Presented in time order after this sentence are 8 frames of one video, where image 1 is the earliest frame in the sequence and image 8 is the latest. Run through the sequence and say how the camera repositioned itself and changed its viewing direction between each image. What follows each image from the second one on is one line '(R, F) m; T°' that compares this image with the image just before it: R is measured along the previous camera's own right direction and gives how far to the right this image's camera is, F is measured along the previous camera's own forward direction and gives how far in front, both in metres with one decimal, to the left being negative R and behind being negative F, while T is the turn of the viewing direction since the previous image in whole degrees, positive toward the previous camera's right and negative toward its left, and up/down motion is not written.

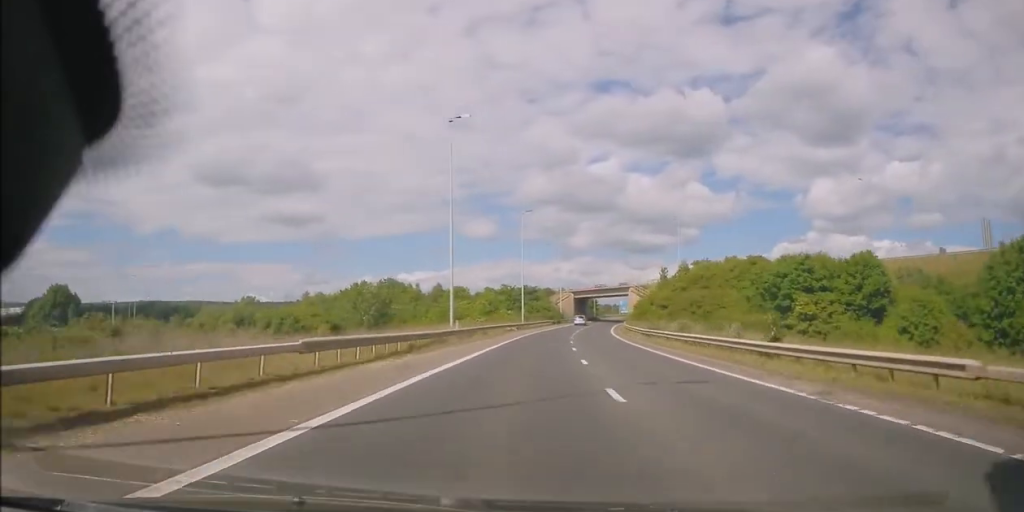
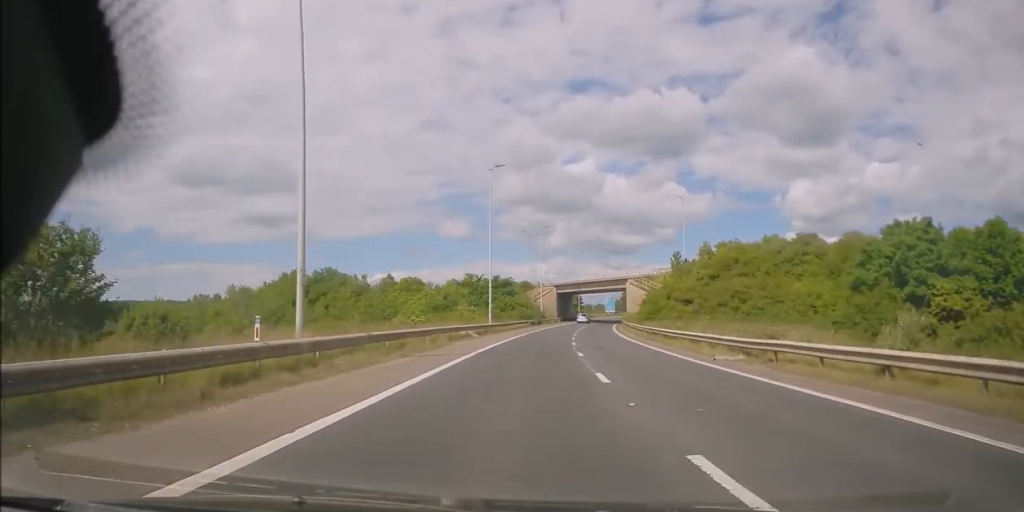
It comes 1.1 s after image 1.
(+0.9, +24.0) m; +3°
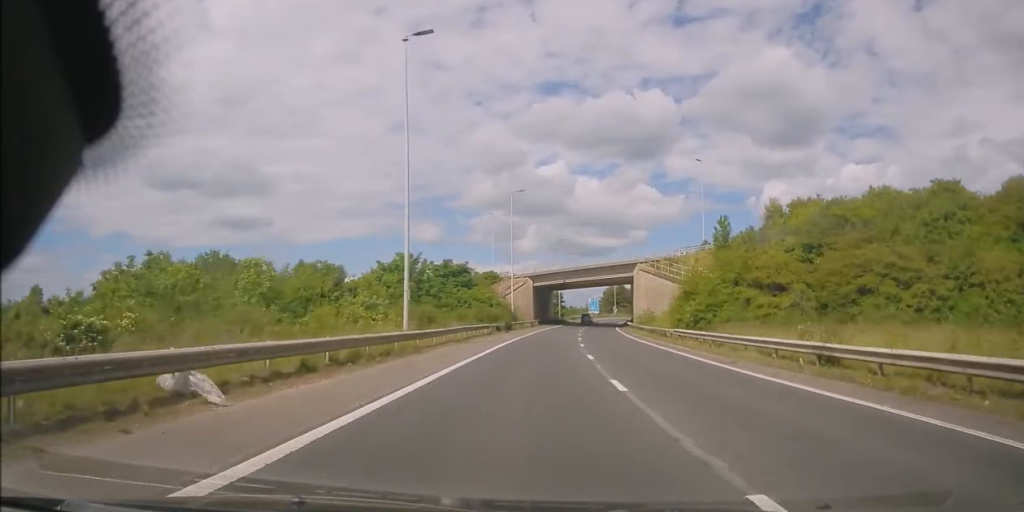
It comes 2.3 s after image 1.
(+0.5, +28.6) m; +2°
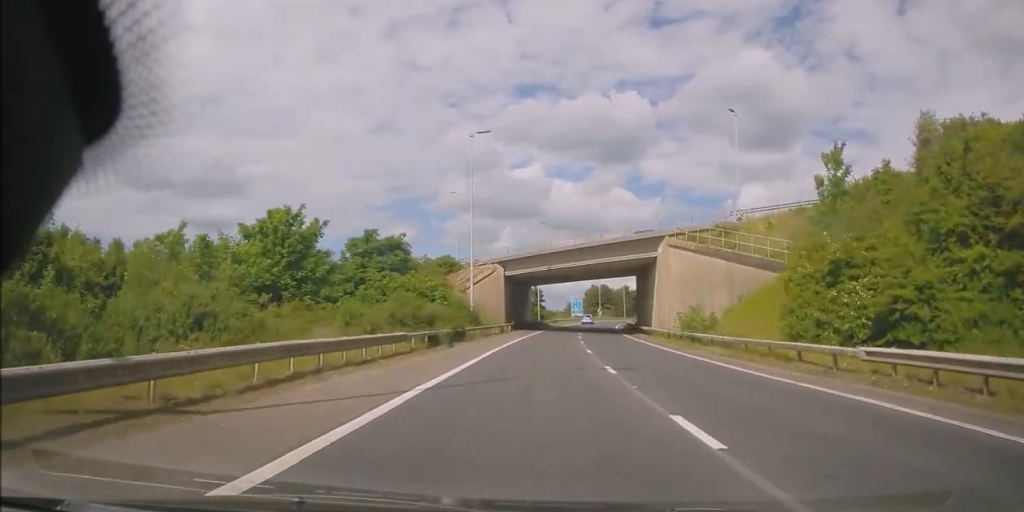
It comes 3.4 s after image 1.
(+0.4, +23.0) m; +3°
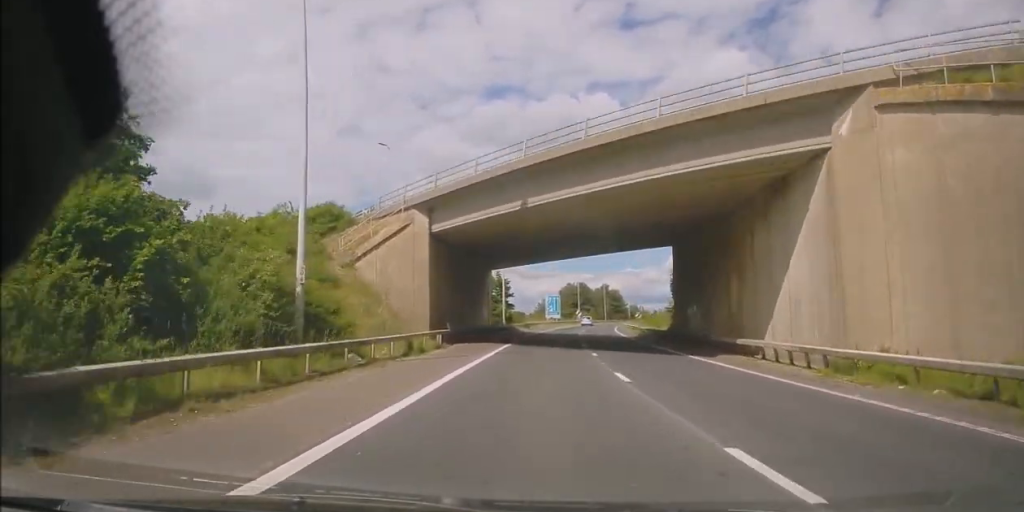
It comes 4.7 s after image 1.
(+1.1, +29.0) m; +3°
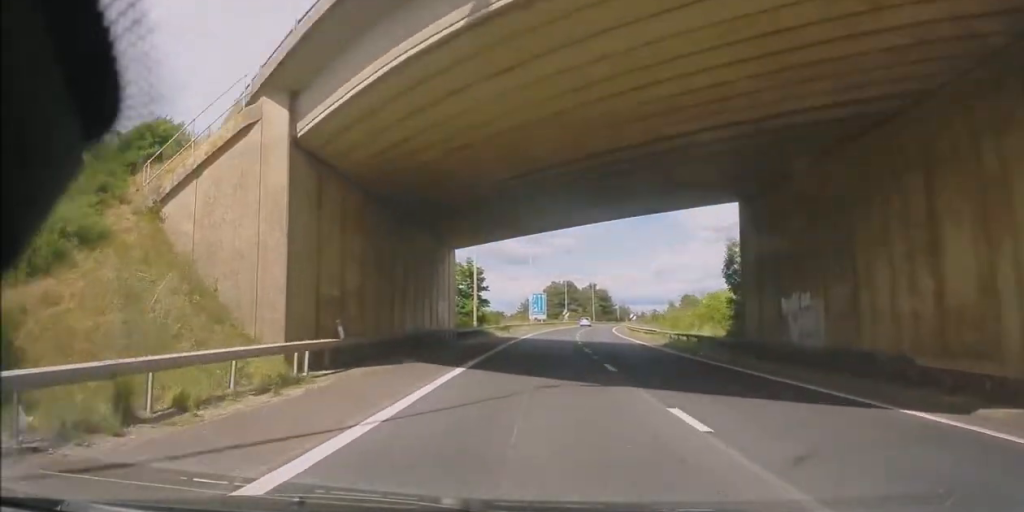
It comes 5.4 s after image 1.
(0.0, +15.2) m; 0°
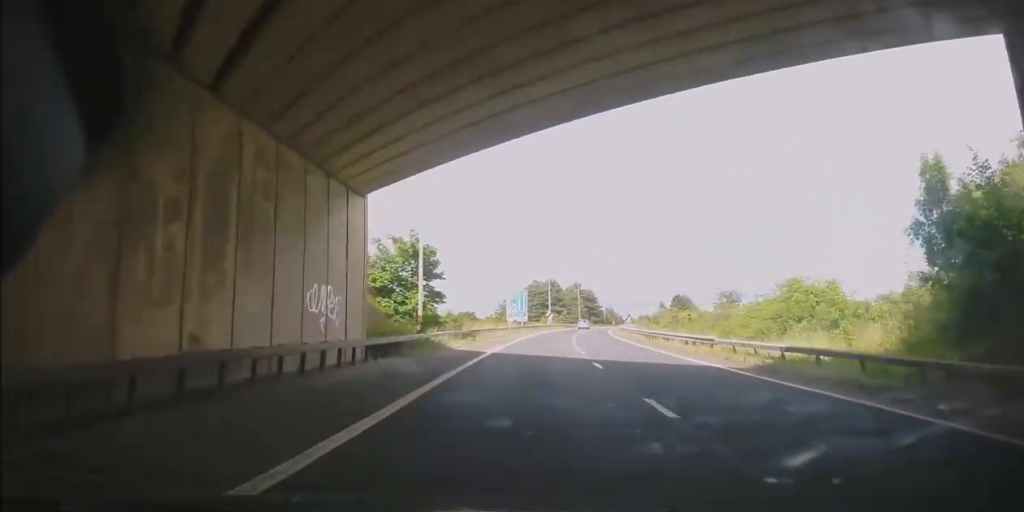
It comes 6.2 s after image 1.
(0.0, +16.5) m; 0°
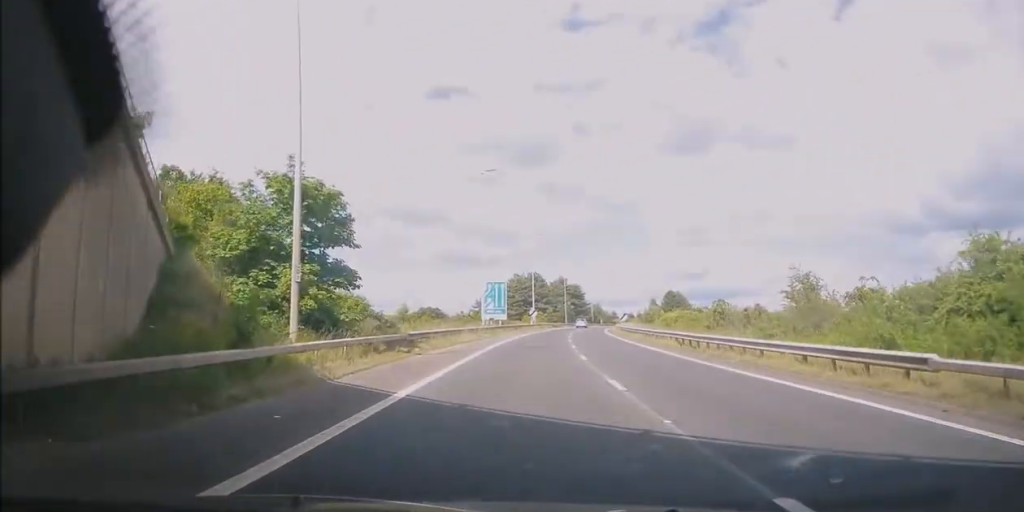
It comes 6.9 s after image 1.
(0.0, +15.0) m; +1°
